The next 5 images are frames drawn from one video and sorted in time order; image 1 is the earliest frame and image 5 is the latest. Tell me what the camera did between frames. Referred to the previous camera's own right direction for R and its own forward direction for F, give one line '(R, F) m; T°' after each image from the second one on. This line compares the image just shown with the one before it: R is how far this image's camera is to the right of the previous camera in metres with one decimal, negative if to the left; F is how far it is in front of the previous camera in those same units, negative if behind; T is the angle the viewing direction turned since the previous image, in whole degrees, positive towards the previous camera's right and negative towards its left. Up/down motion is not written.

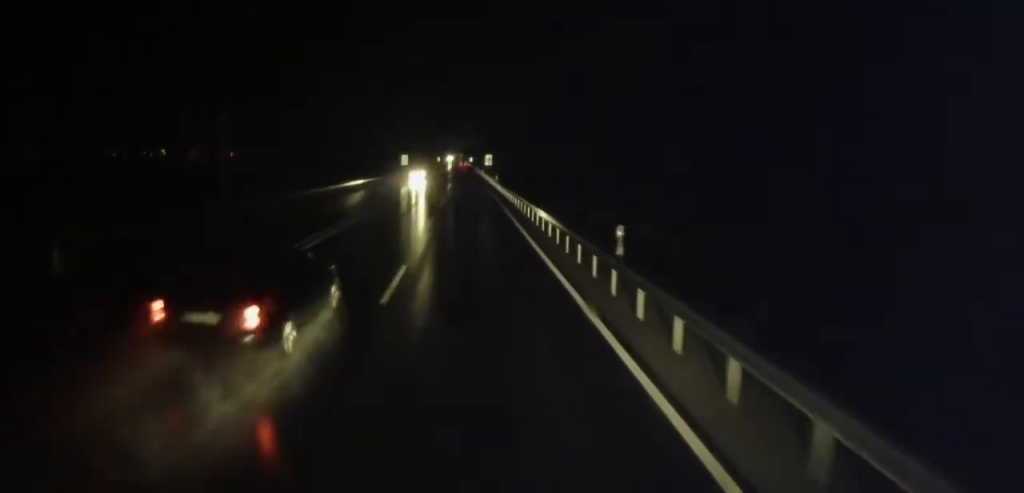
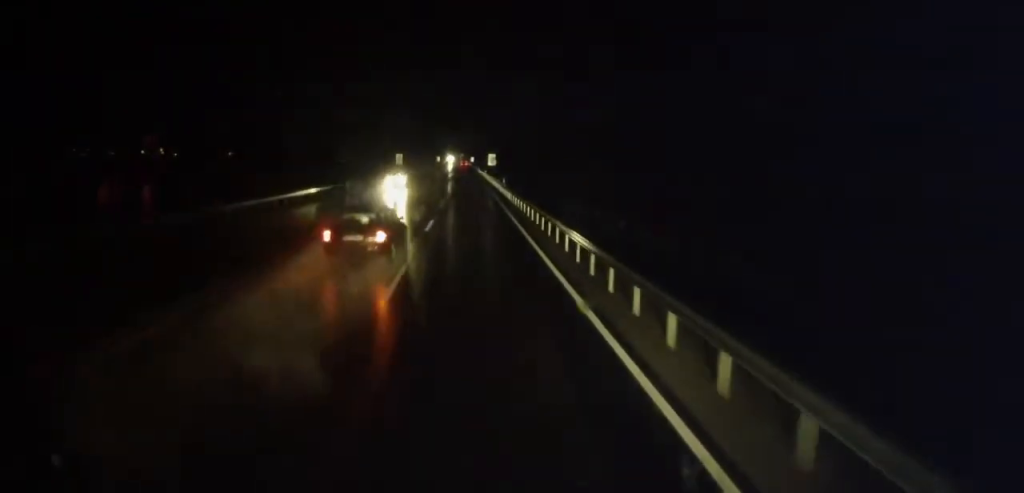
(0.0, +11.9) m; -1°
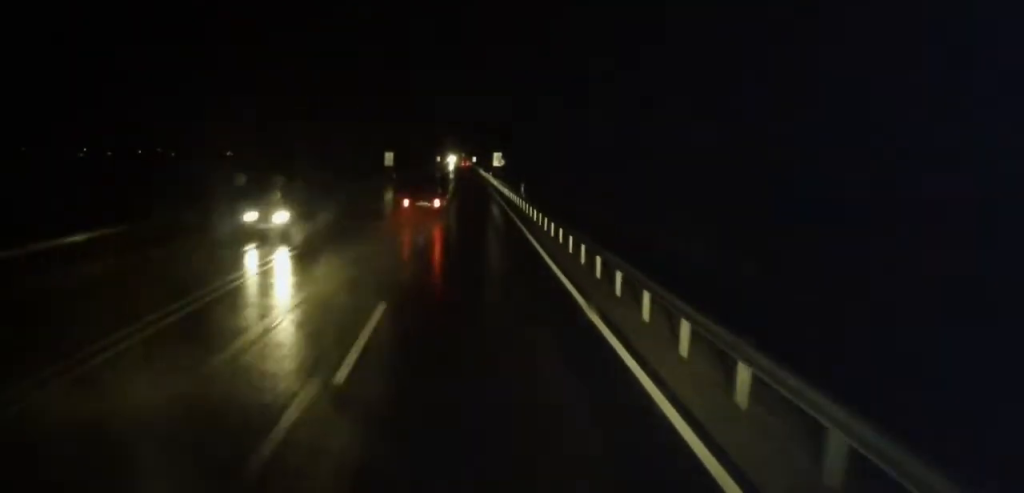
(-0.3, +16.5) m; 0°
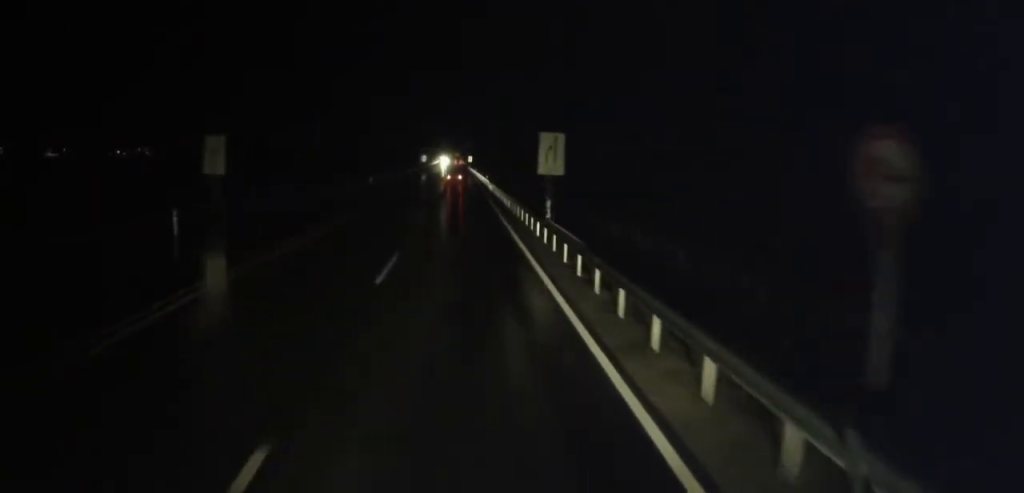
(+1.0, +65.8) m; +1°
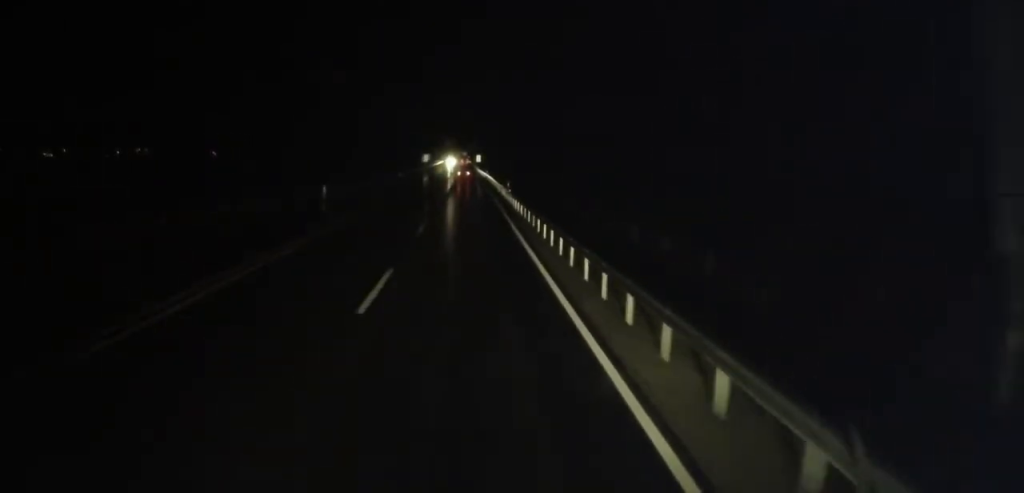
(-0.1, +26.4) m; -1°
